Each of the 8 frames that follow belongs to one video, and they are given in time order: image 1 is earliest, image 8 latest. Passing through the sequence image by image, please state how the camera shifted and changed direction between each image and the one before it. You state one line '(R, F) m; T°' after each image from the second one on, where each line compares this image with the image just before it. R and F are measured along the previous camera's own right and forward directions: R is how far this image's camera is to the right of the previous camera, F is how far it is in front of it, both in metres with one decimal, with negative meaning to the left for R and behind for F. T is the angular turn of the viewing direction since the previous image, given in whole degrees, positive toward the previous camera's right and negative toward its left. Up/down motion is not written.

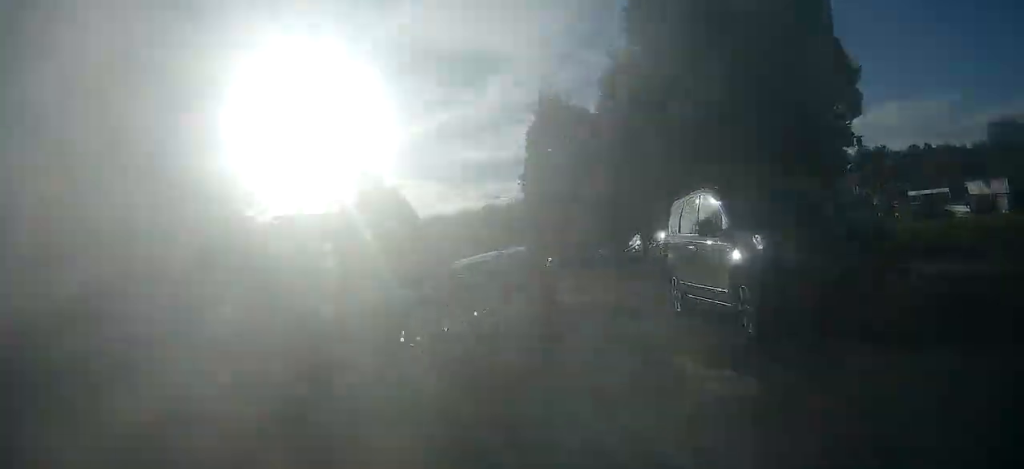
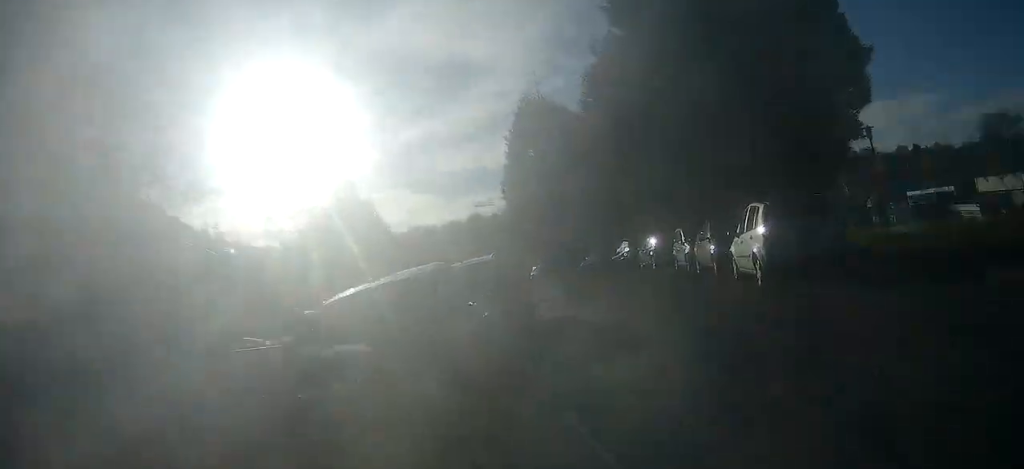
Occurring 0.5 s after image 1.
(0.0, +2.6) m; +1°
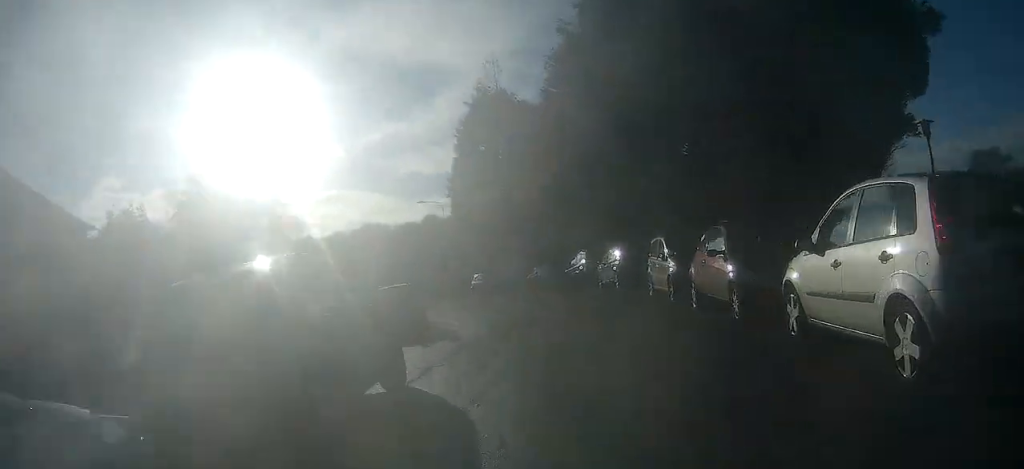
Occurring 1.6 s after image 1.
(+0.2, +6.8) m; -2°
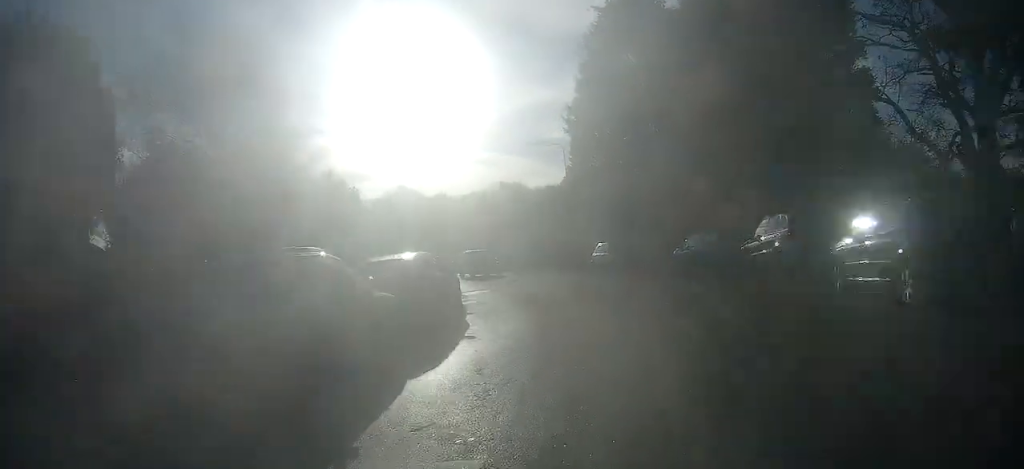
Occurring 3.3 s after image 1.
(-1.9, +13.4) m; -15°
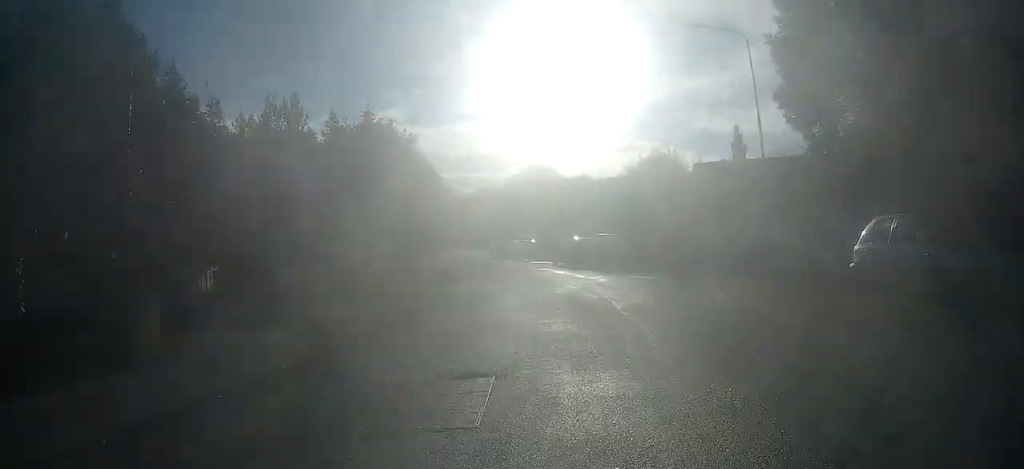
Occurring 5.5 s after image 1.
(-2.0, +20.0) m; -11°
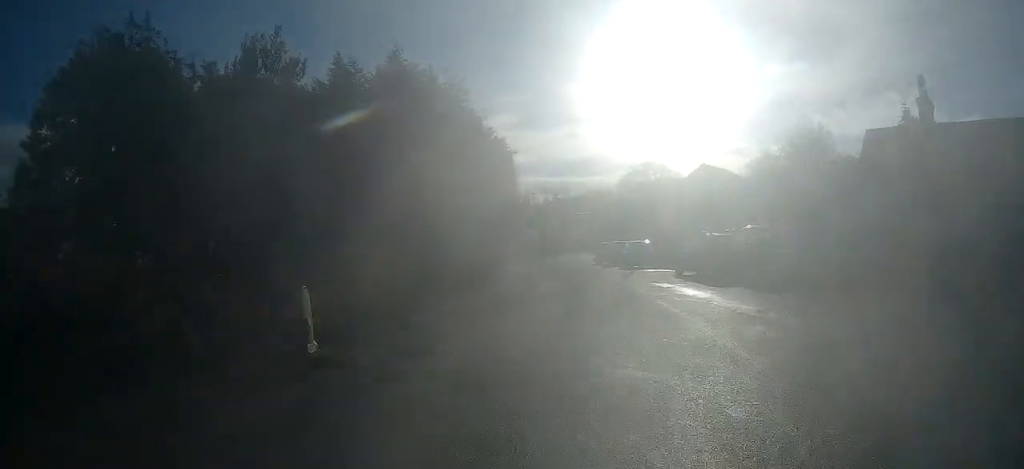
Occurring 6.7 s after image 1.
(-0.3, +11.5) m; -4°
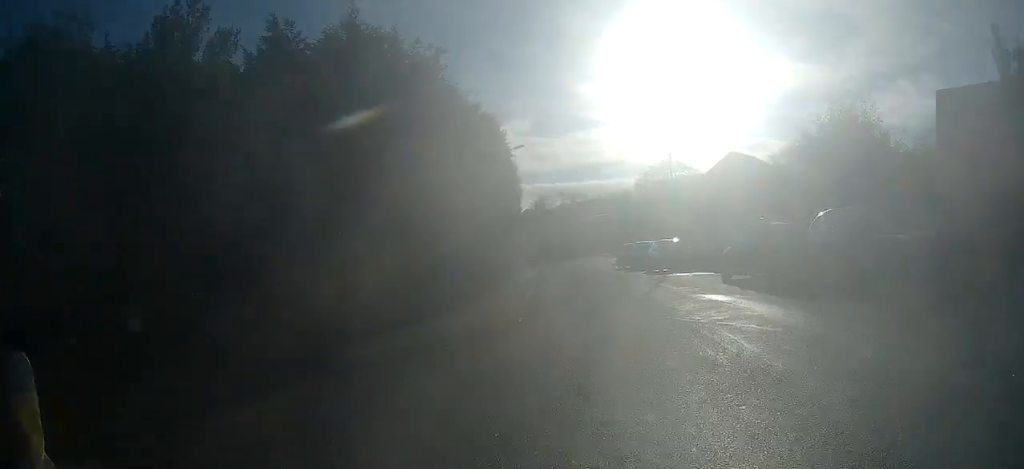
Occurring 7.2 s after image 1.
(+0.4, +5.4) m; -4°
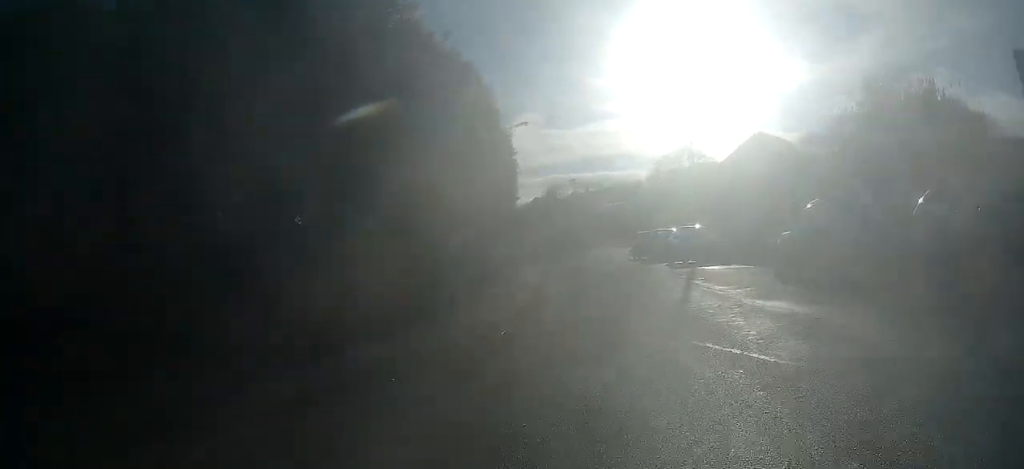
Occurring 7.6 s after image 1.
(-0.5, +4.4) m; -3°
